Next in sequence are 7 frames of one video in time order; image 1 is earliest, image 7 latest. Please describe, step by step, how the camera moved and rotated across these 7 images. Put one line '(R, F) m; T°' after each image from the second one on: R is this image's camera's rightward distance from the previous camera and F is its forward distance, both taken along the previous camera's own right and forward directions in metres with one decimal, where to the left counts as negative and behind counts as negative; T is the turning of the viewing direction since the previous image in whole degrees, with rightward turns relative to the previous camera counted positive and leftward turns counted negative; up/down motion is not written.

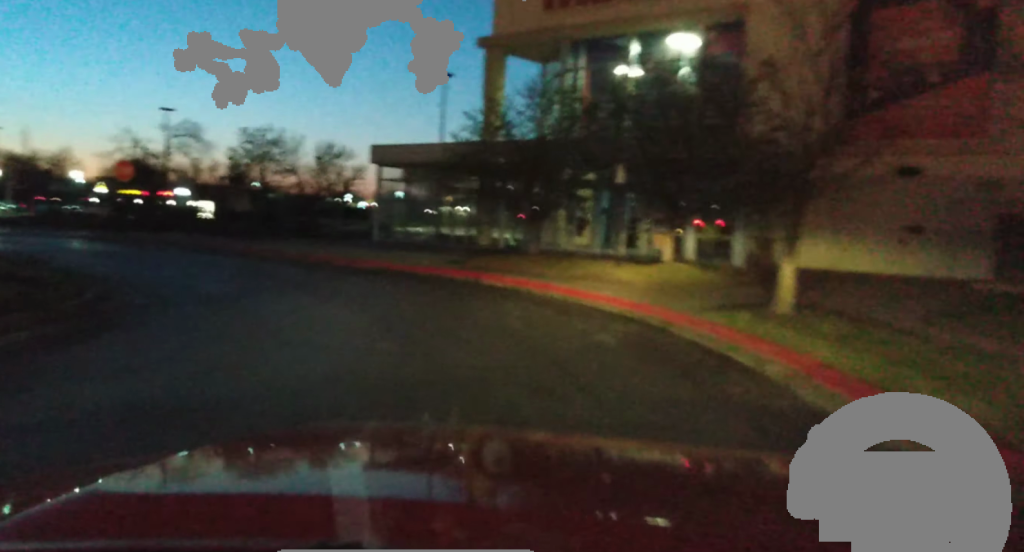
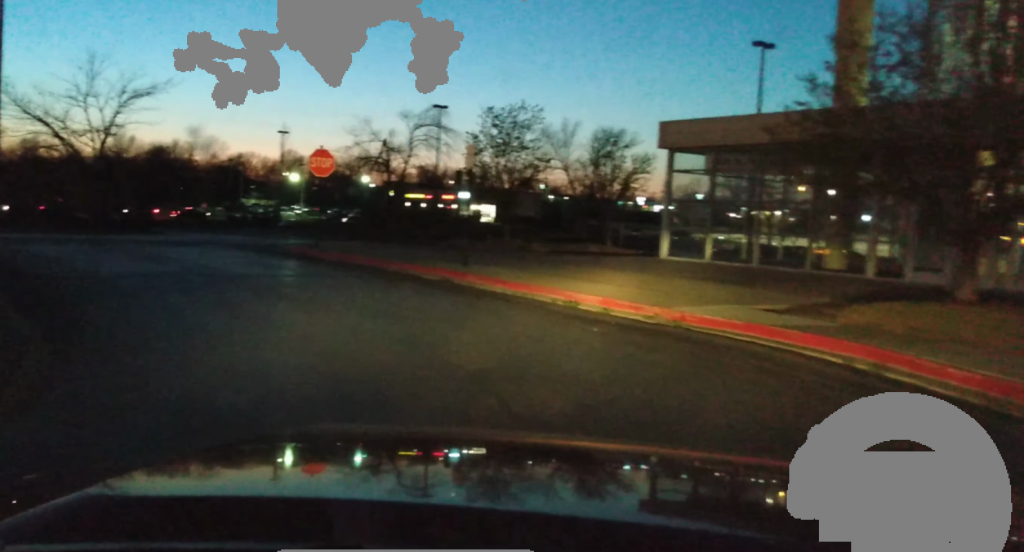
(-1.8, +10.8) m; -13°
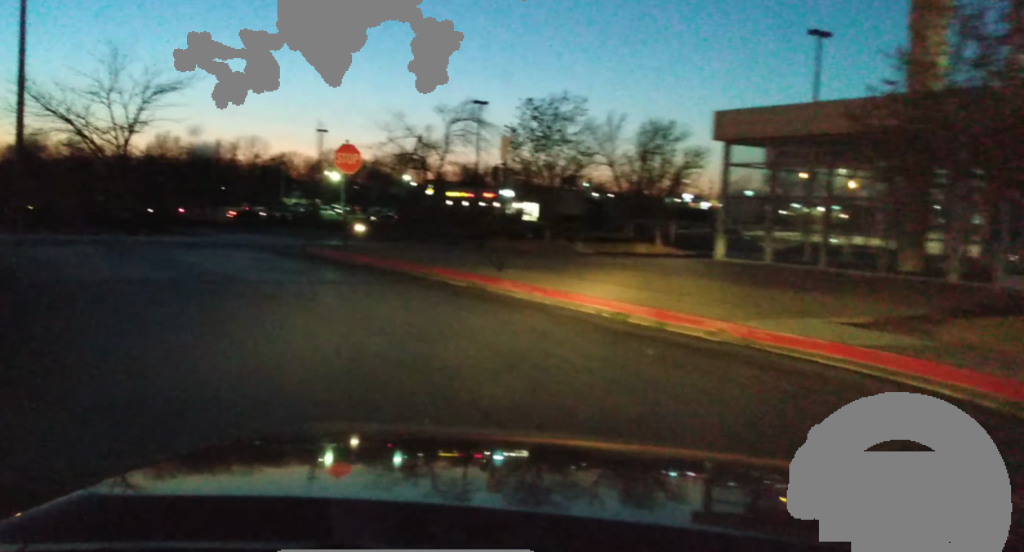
(+0.1, +2.0) m; -1°
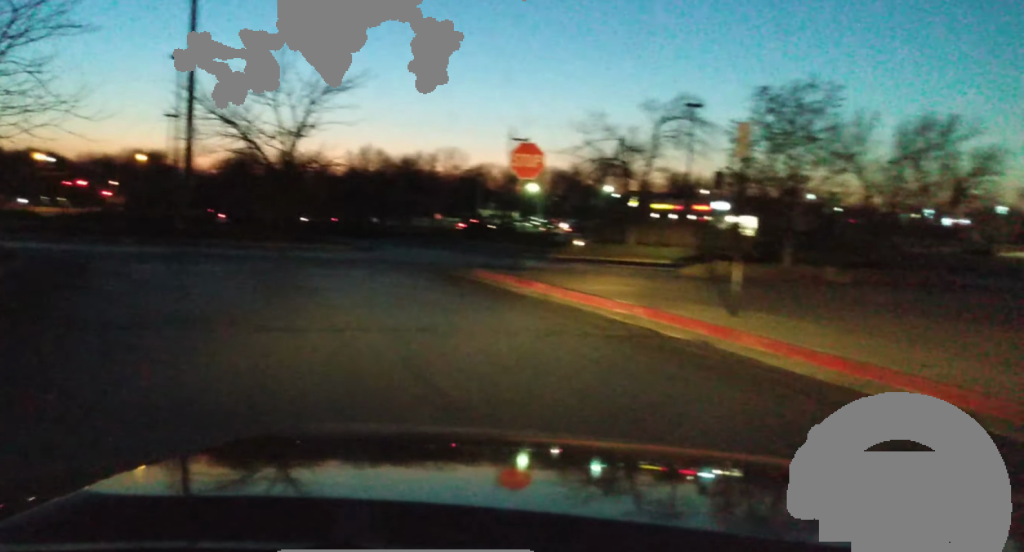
(-0.5, +4.9) m; -18°
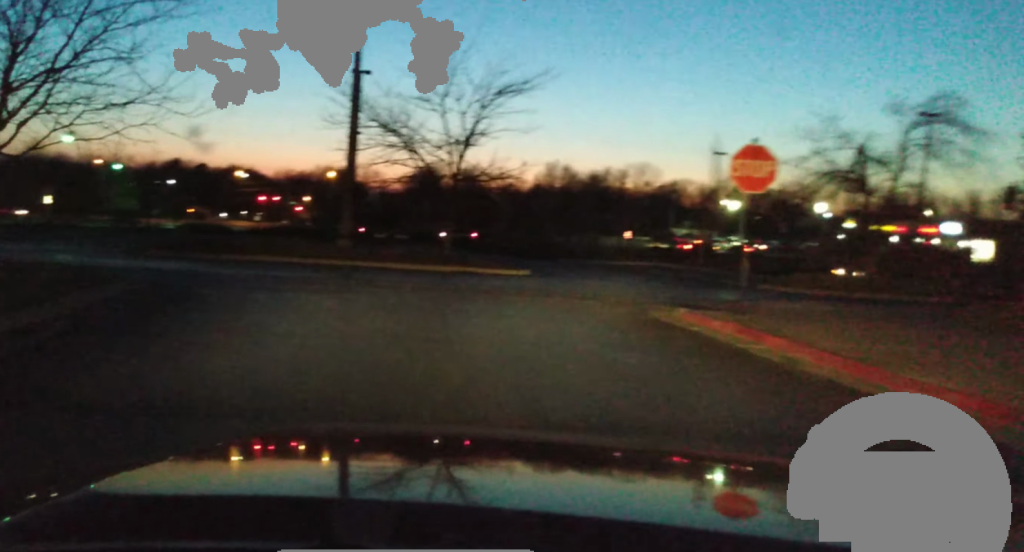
(-0.8, +3.9) m; -14°
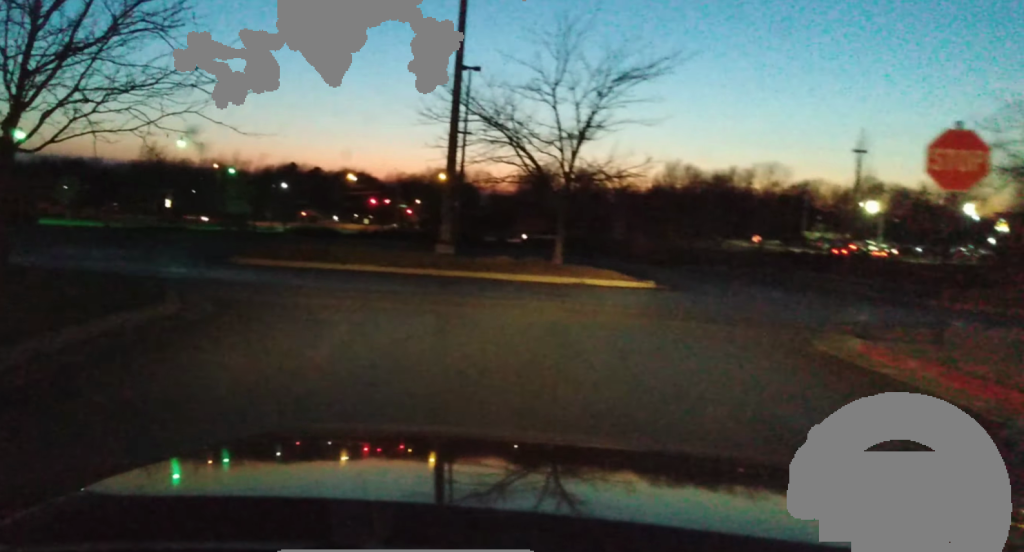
(0.0, +2.6) m; -5°
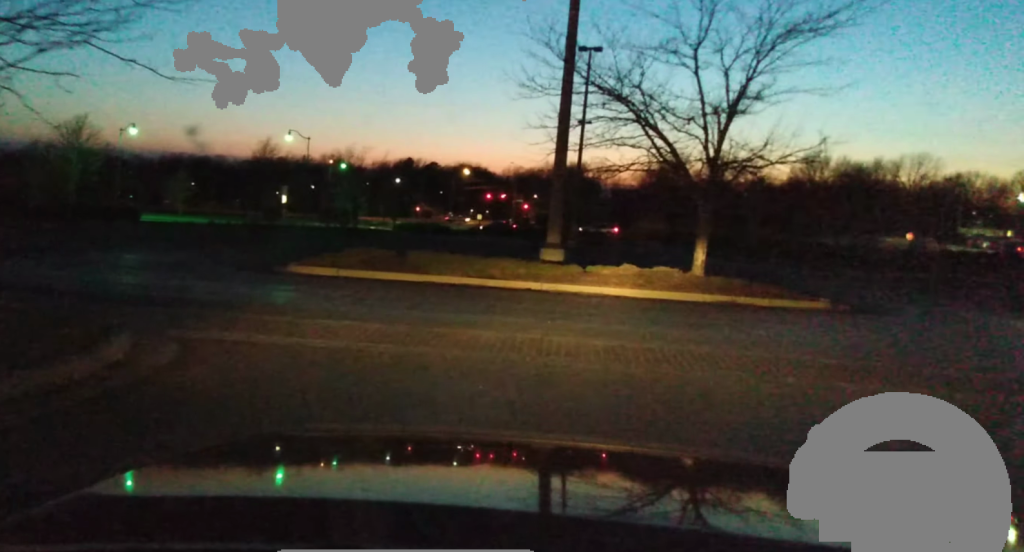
(-1.1, +4.7) m; -28°
